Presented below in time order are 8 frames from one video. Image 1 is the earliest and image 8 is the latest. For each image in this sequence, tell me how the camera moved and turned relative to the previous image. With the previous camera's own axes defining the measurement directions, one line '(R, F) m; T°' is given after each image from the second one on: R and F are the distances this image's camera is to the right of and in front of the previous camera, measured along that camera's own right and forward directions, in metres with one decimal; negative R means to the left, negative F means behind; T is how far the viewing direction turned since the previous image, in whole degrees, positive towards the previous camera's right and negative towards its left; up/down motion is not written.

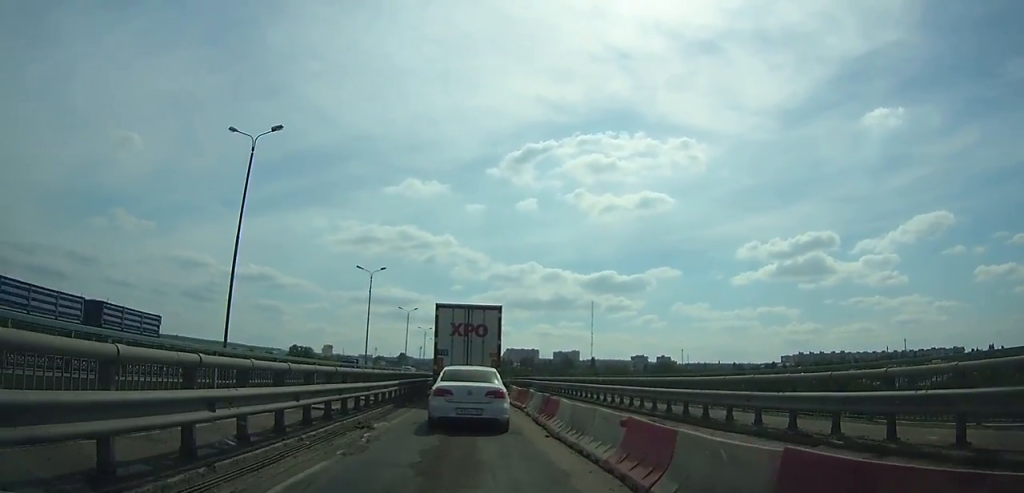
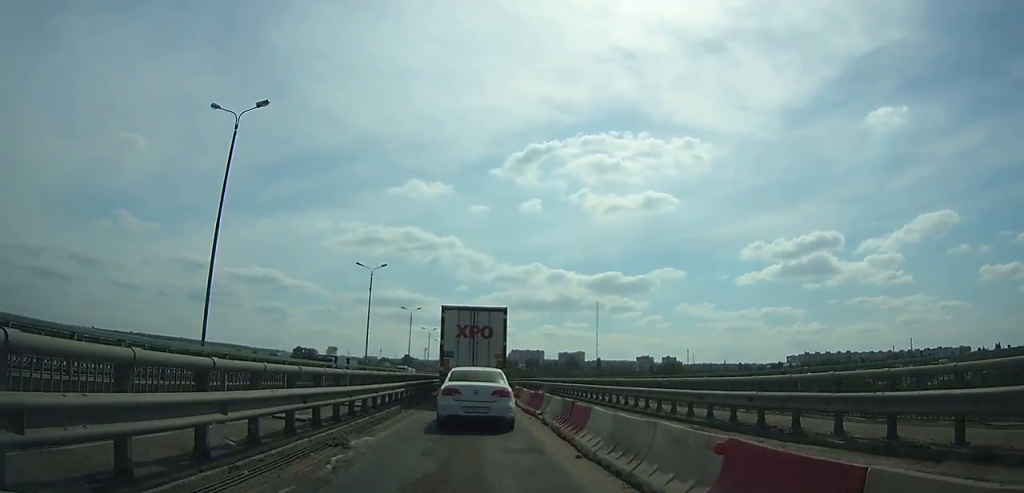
(-0.1, +2.8) m; -1°
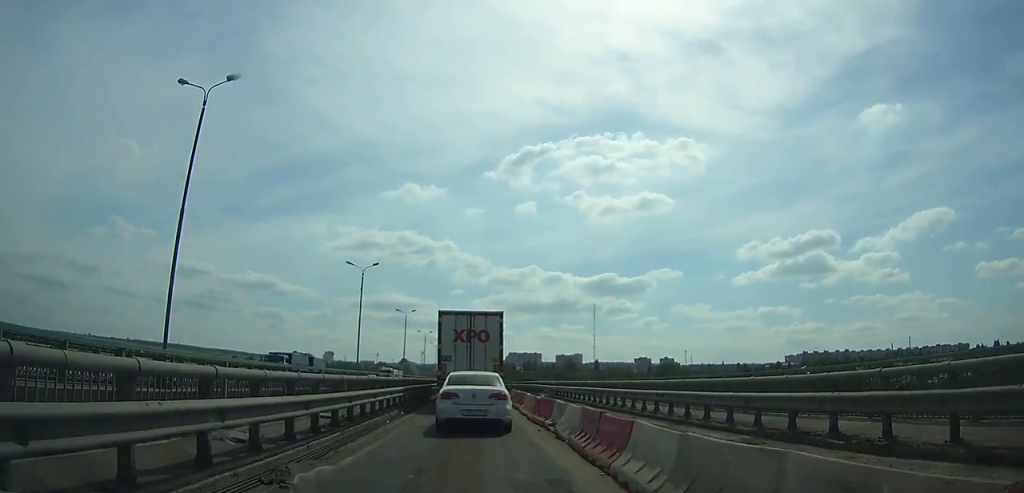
(0.0, +2.6) m; -1°
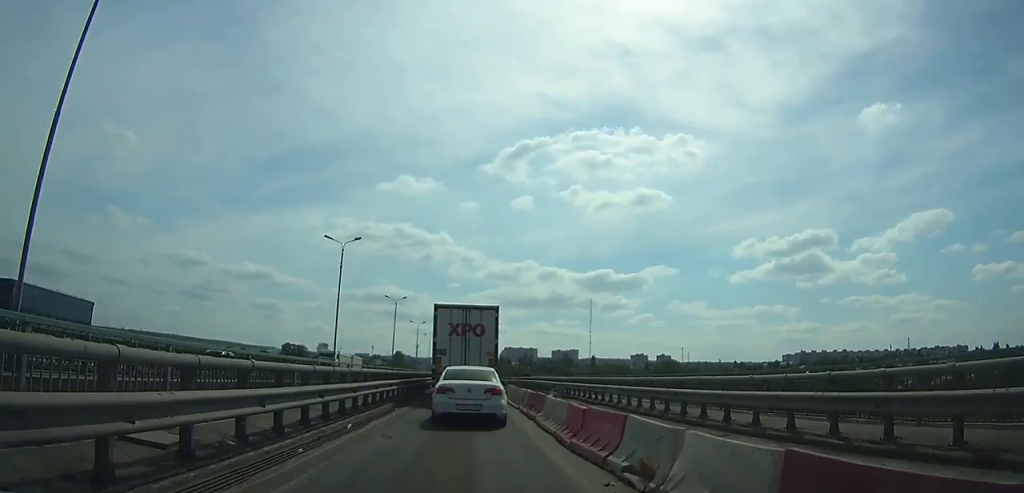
(-0.2, +6.8) m; -2°
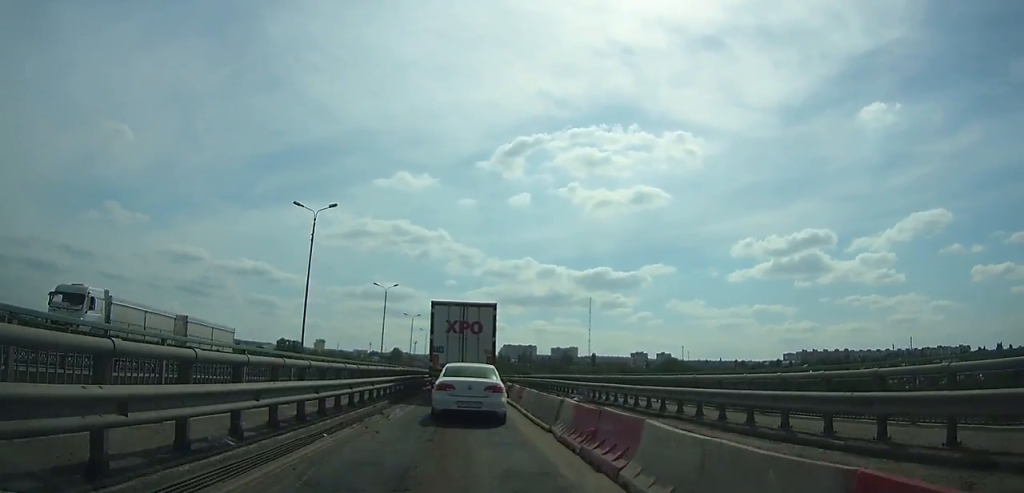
(0.0, +8.2) m; 0°
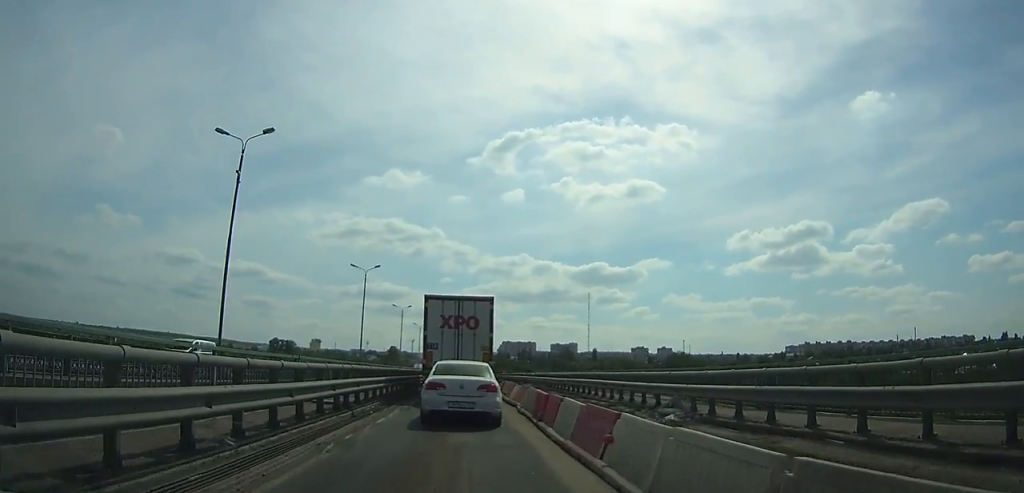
(+0.1, +13.0) m; +1°
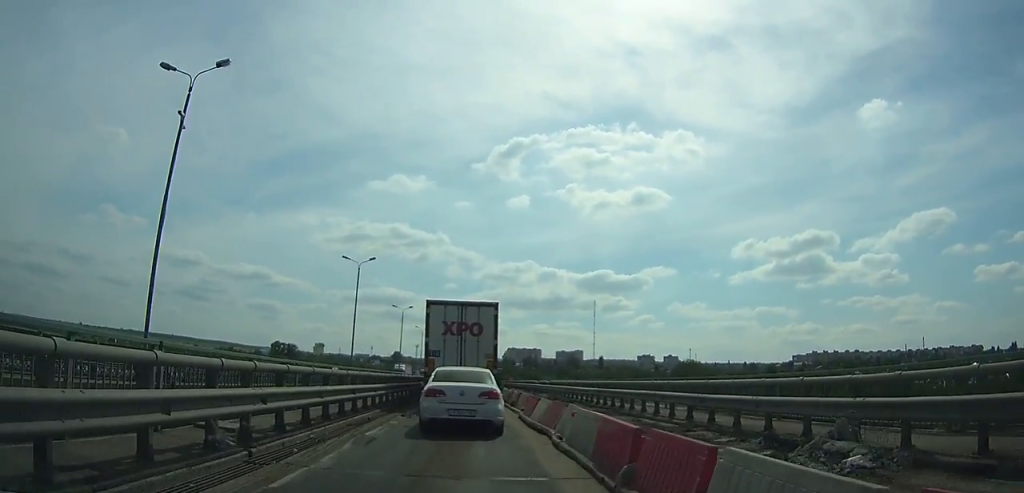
(+0.1, +7.2) m; +1°
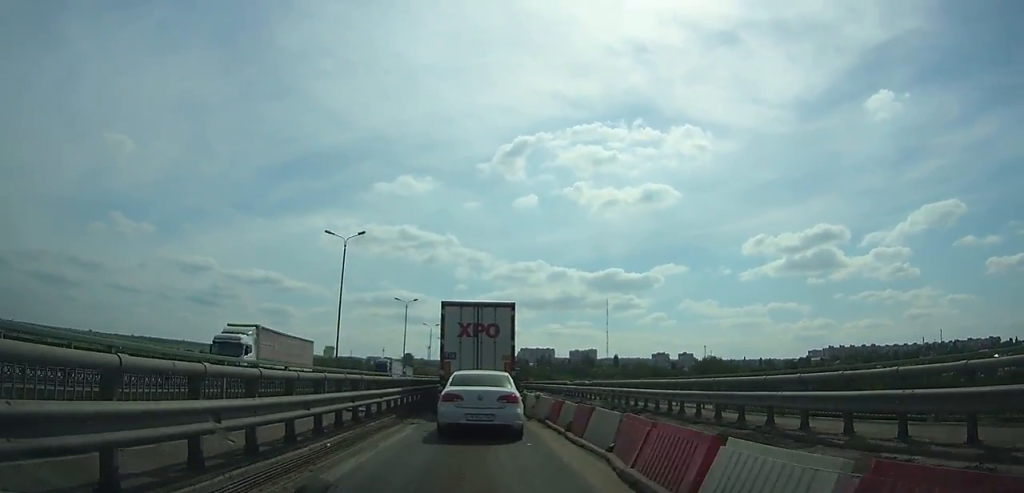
(0.0, +11.4) m; -2°
